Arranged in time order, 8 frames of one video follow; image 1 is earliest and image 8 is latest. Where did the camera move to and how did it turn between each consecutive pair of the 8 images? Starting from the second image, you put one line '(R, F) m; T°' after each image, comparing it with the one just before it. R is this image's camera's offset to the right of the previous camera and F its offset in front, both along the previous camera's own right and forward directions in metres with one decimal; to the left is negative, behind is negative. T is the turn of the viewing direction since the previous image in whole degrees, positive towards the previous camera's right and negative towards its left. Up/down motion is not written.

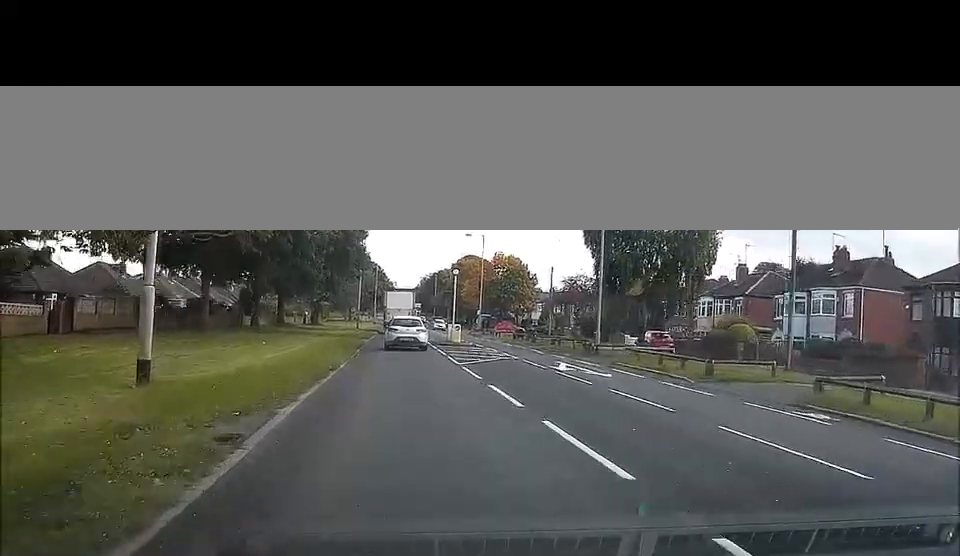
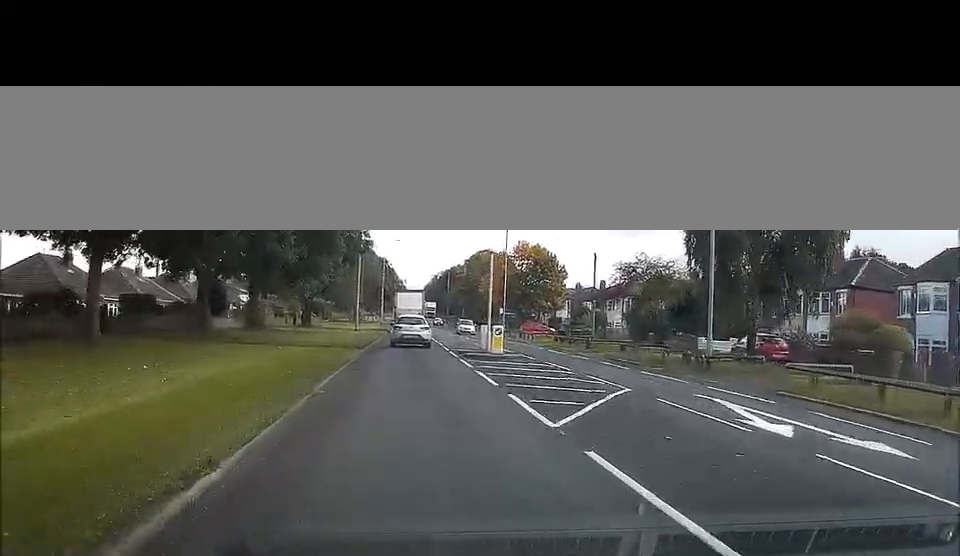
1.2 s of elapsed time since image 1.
(-0.1, +14.8) m; -1°
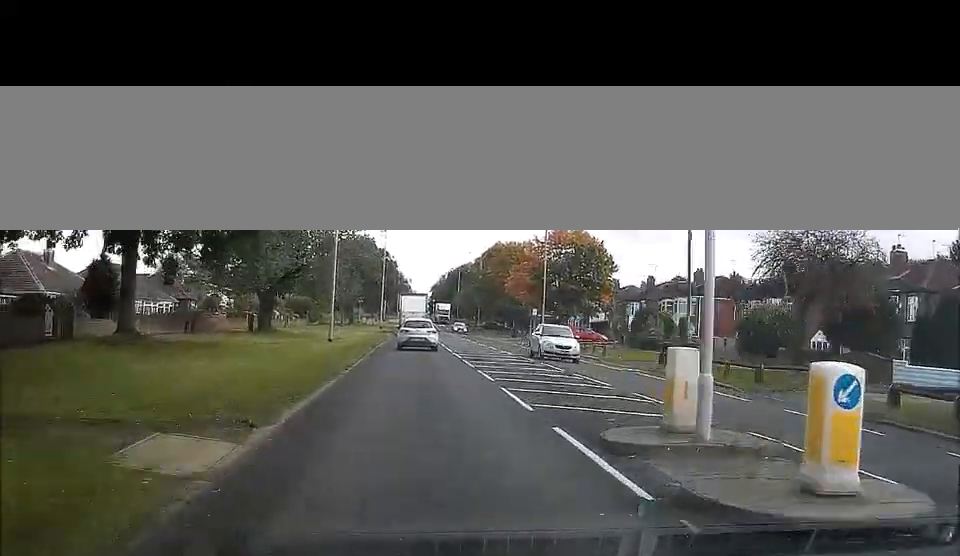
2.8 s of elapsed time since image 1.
(-0.2, +22.0) m; -1°
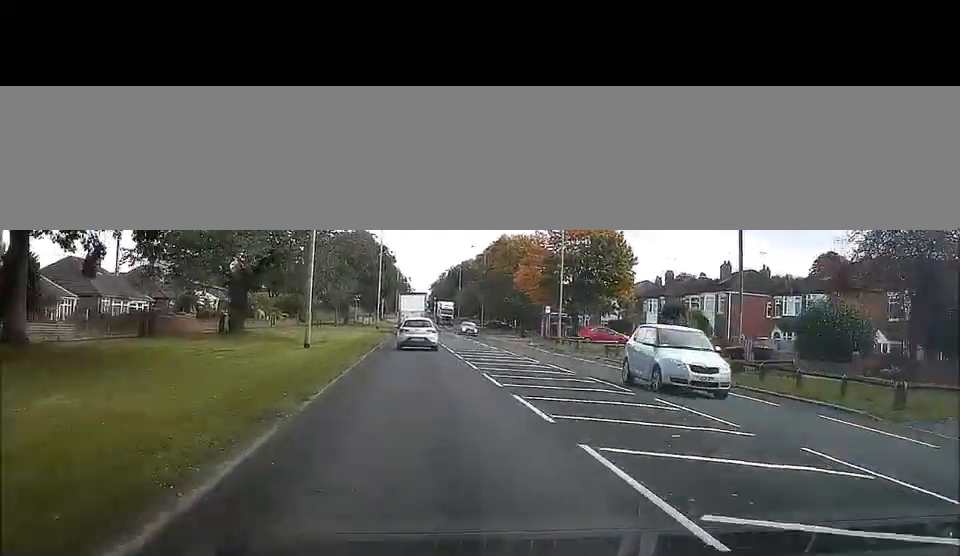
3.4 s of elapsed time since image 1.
(0.0, +7.5) m; 0°
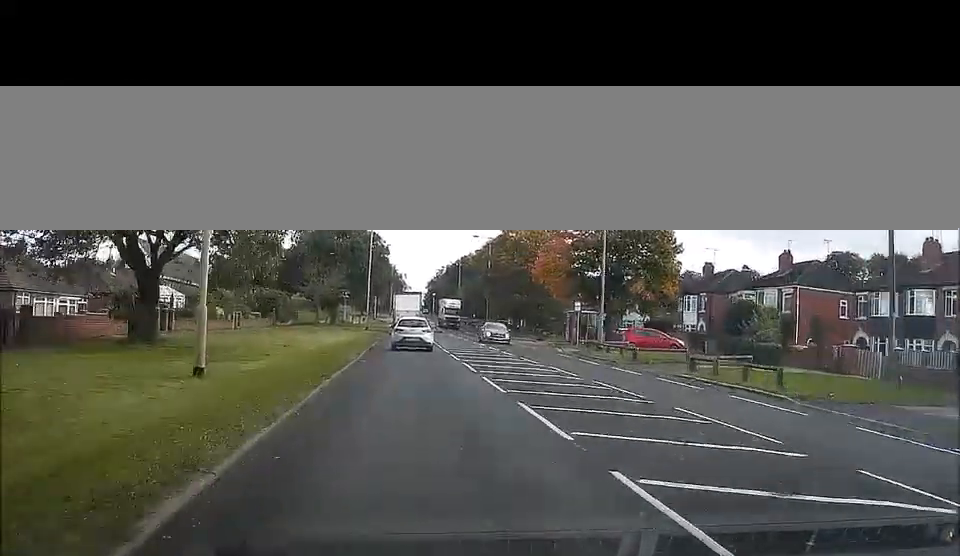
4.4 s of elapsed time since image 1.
(+0.1, +13.3) m; +1°
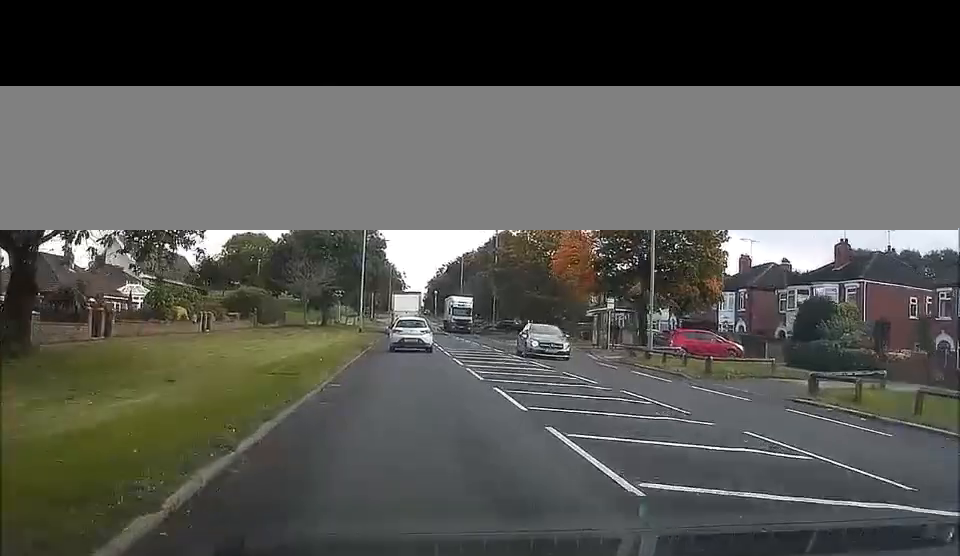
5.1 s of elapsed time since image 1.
(+0.2, +9.0) m; 0°
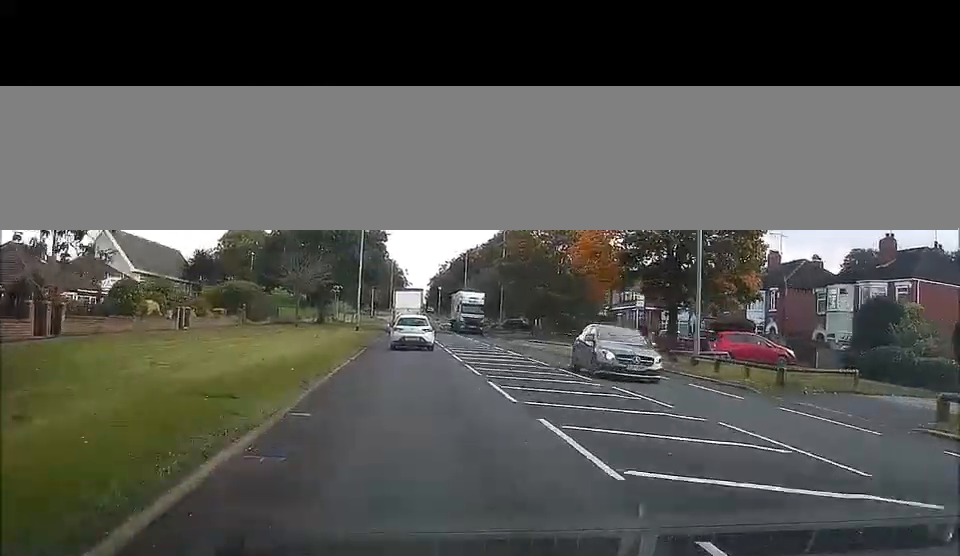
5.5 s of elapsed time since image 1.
(-0.1, +5.4) m; -1°
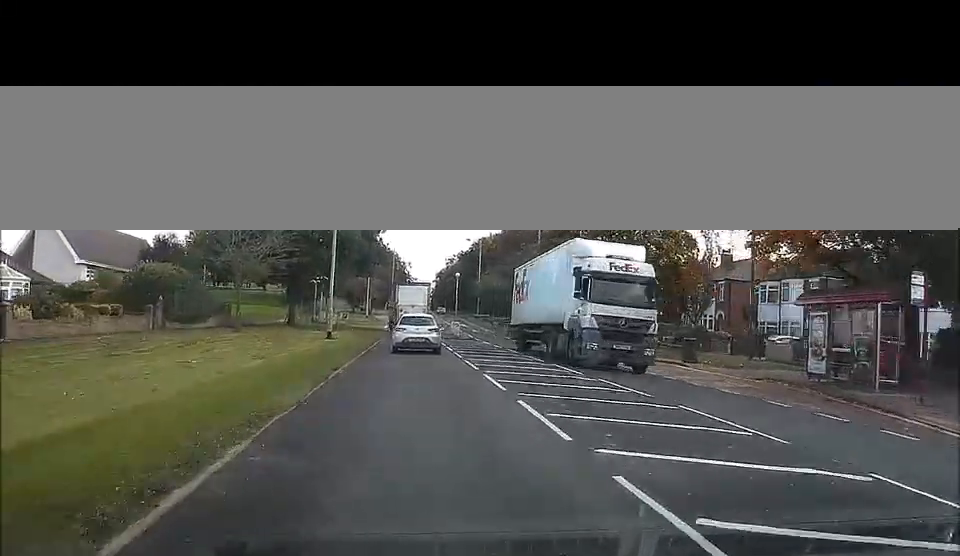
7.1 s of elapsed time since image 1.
(-0.3, +22.4) m; -2°
